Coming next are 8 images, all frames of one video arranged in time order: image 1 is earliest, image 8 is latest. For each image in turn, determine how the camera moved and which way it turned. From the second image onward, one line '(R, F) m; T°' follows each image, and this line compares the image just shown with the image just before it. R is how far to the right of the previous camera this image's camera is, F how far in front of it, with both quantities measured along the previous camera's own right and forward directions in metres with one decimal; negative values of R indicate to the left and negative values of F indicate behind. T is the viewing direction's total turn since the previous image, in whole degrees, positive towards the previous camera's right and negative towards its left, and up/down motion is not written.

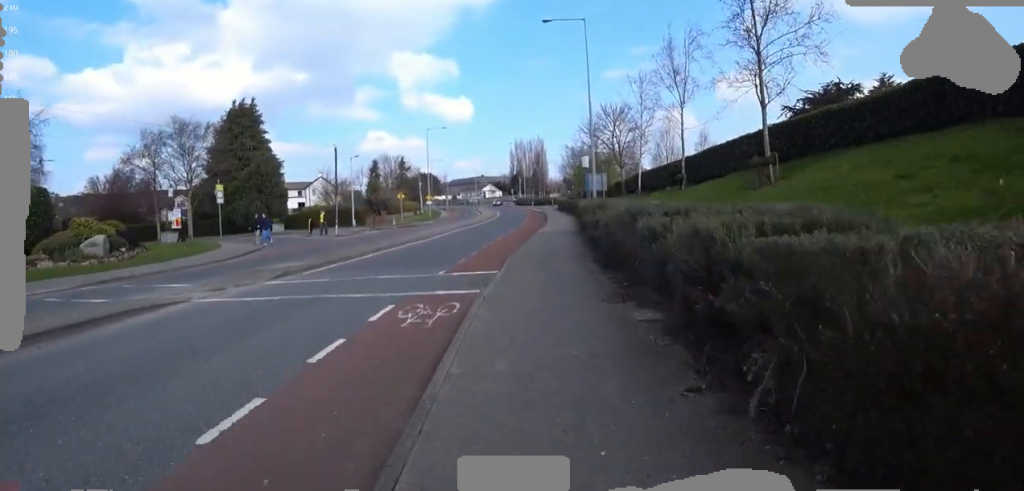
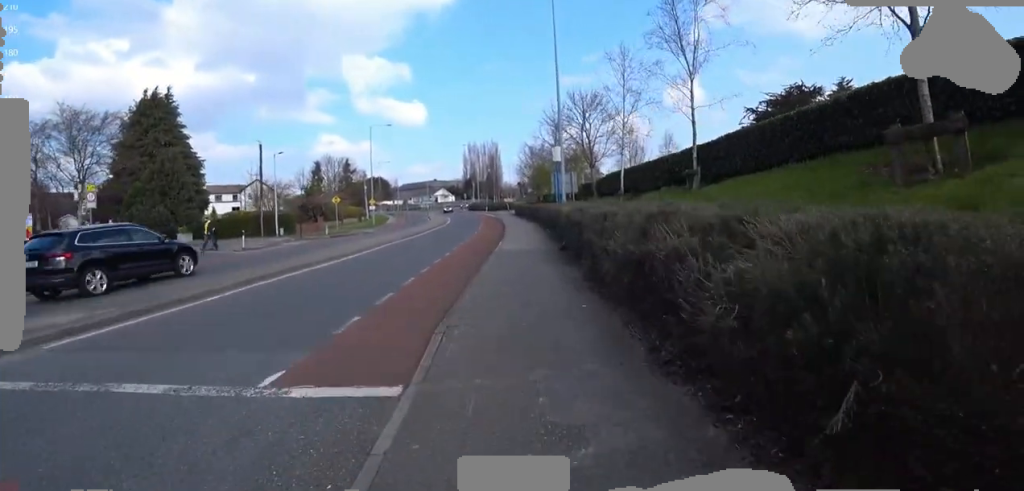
(+0.1, +4.7) m; +1°
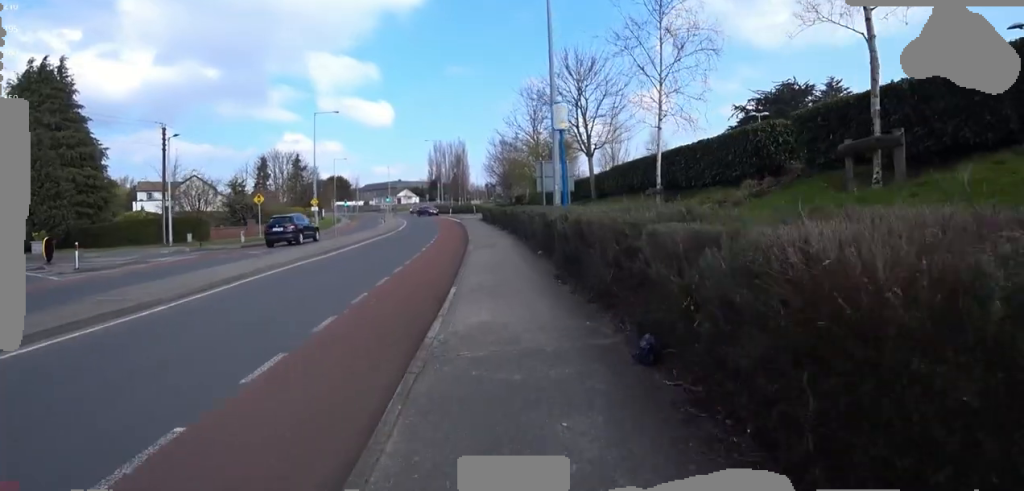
(0.0, +5.7) m; 0°
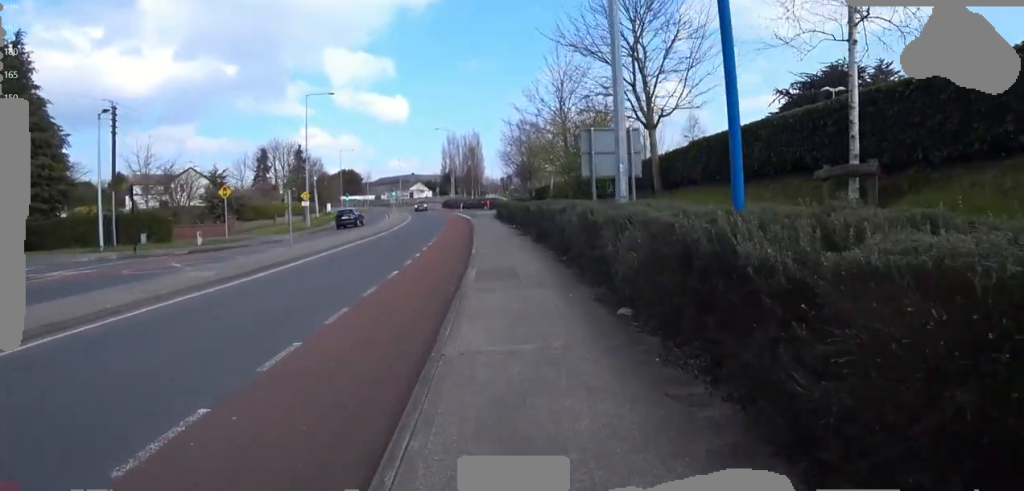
(0.0, +6.2) m; 0°
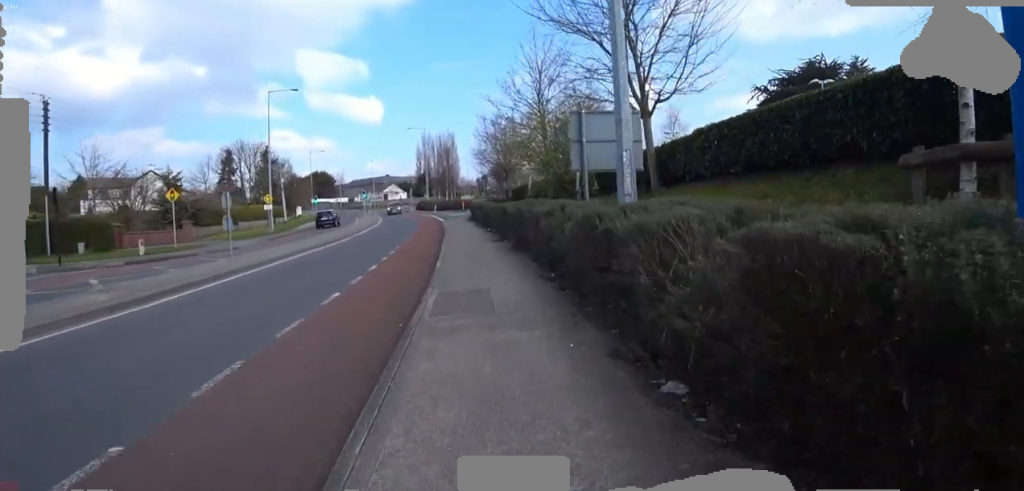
(0.0, +1.8) m; 0°
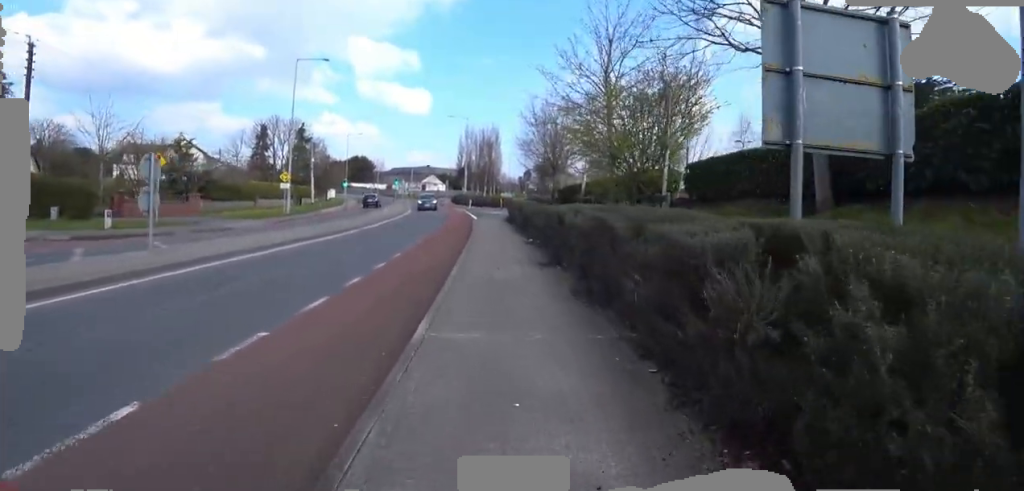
(+0.1, +4.3) m; +4°
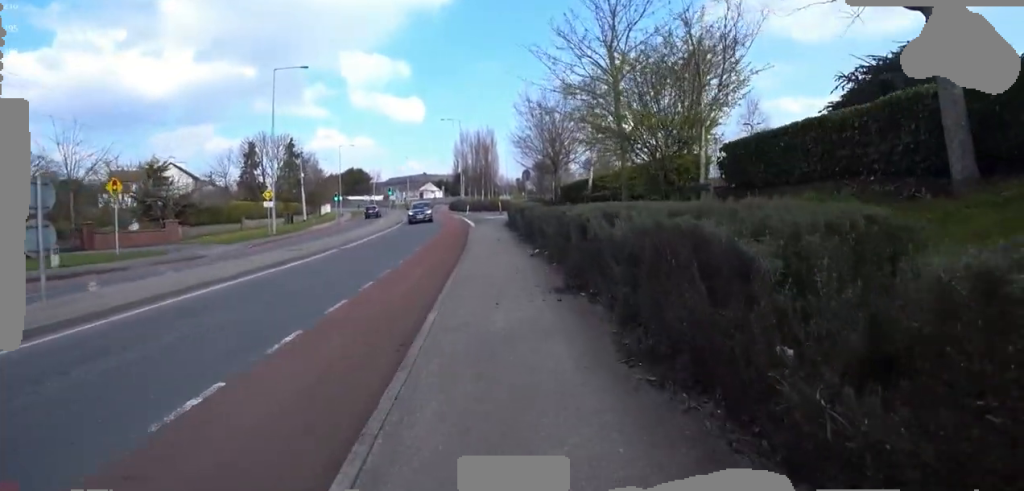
(+0.1, +1.9) m; +2°
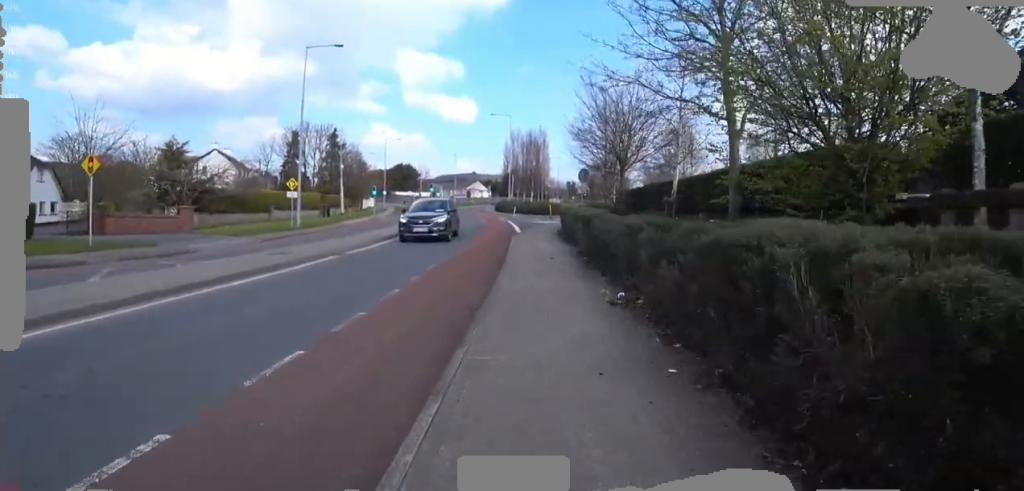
(0.0, +3.5) m; +1°
